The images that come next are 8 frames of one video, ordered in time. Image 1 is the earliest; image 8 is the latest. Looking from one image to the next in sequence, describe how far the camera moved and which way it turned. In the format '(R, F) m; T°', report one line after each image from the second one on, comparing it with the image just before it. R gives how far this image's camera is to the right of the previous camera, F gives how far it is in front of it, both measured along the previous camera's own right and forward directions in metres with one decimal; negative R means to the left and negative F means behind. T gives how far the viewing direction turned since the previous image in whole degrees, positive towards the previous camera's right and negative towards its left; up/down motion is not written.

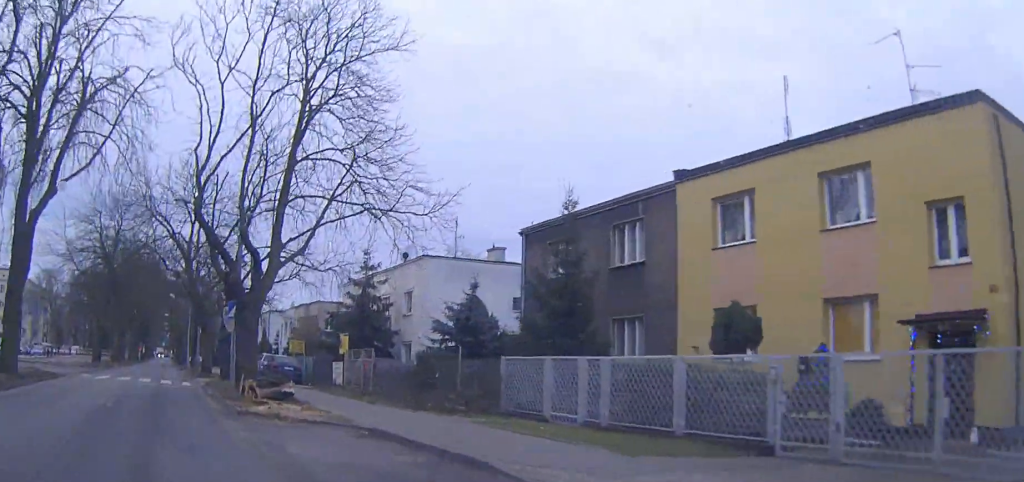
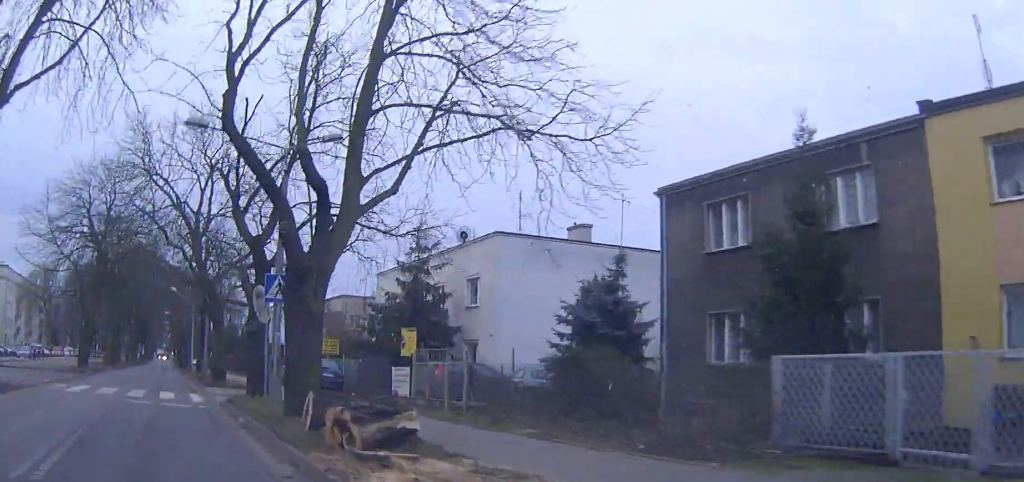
(-0.1, +8.6) m; 0°
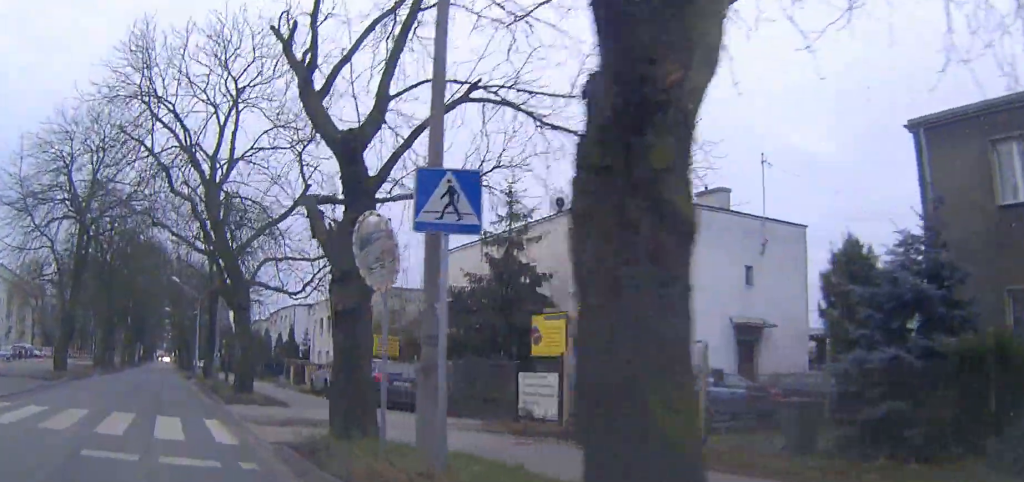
(+0.1, +9.5) m; 0°
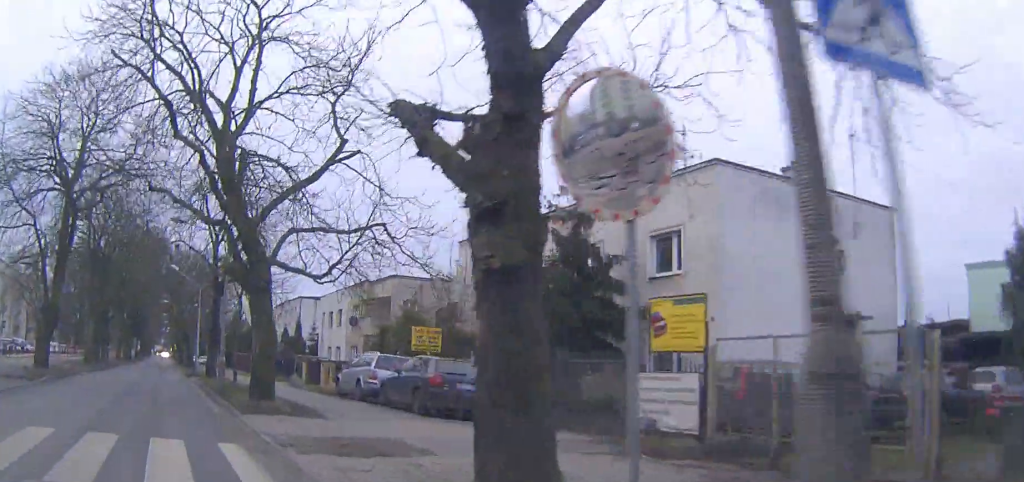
(0.0, +4.7) m; -1°
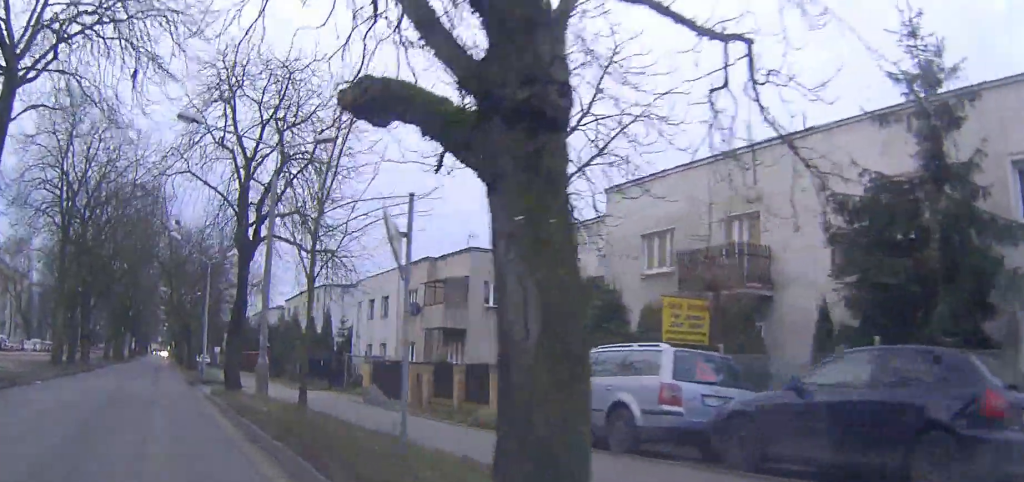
(-0.2, +12.9) m; +1°
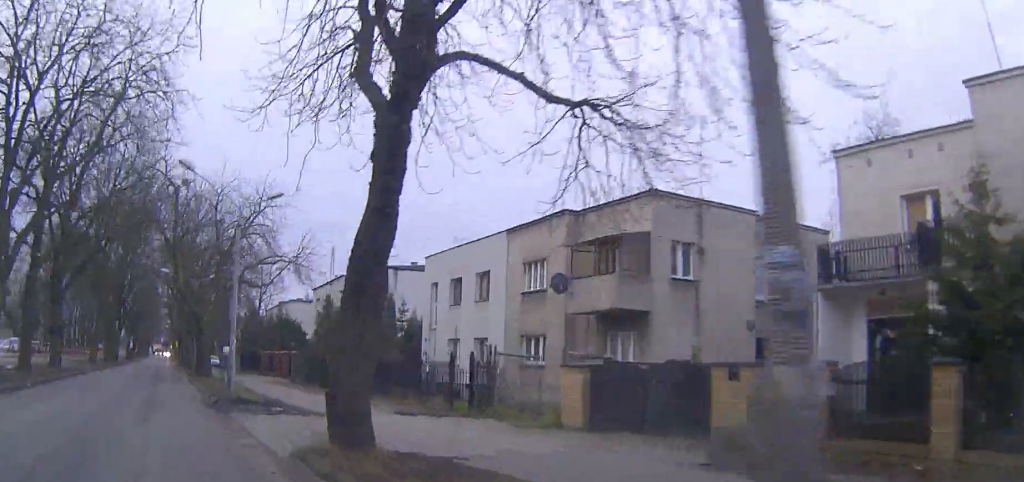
(+0.3, +14.0) m; +2°
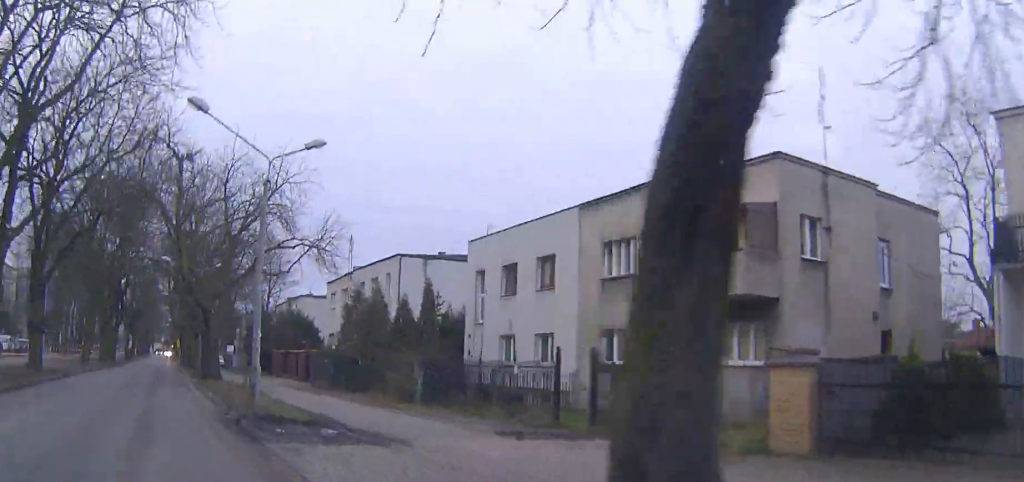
(0.0, +5.5) m; 0°
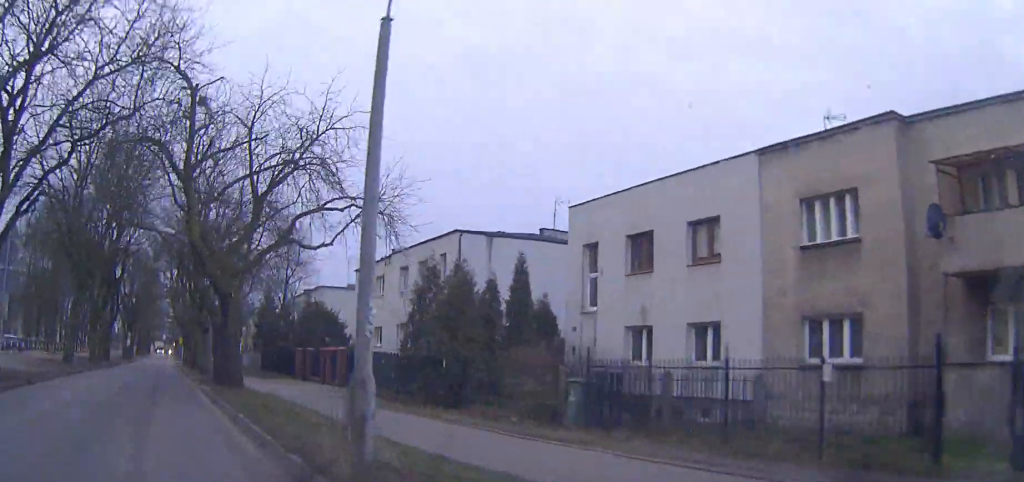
(+0.1, +8.9) m; +1°
